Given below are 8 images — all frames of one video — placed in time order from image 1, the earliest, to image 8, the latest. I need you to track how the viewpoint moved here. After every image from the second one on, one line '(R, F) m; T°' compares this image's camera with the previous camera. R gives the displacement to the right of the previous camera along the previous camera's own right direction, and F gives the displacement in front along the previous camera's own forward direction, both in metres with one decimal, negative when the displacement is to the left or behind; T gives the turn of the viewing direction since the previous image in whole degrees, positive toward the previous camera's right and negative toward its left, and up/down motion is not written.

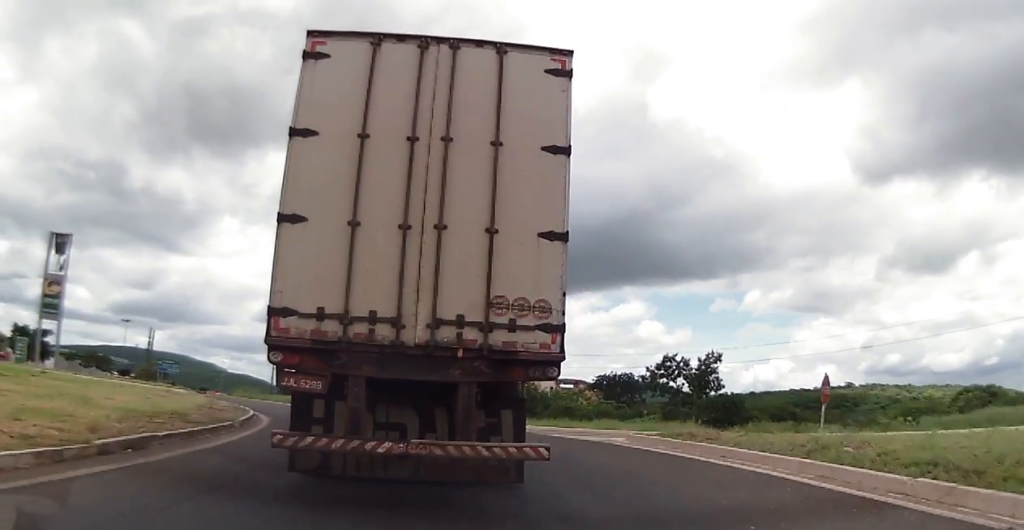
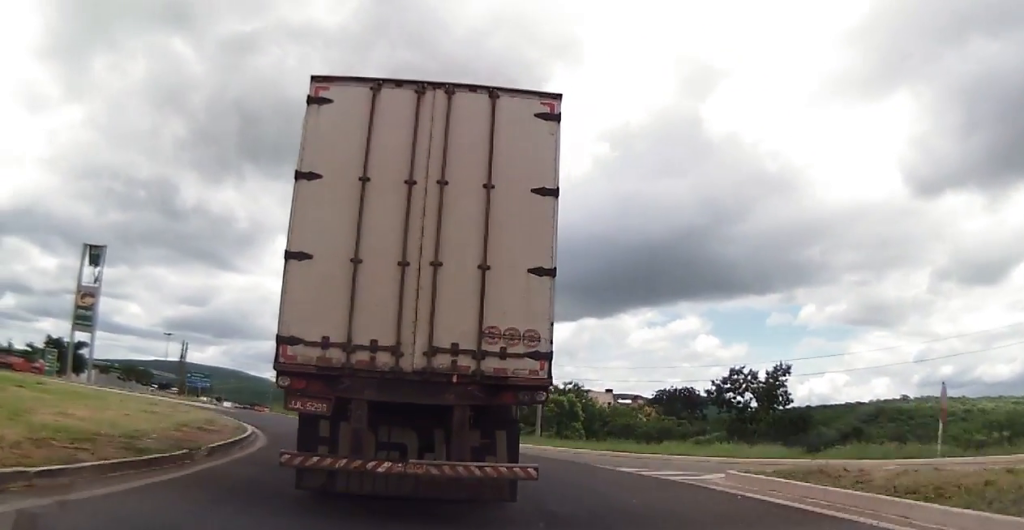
(-0.3, +4.7) m; -6°
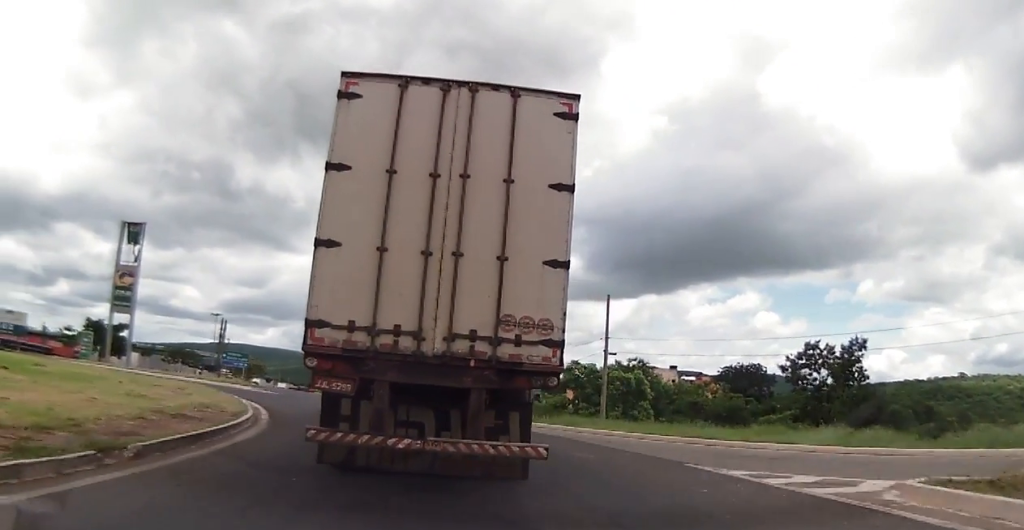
(-0.2, +4.2) m; -6°
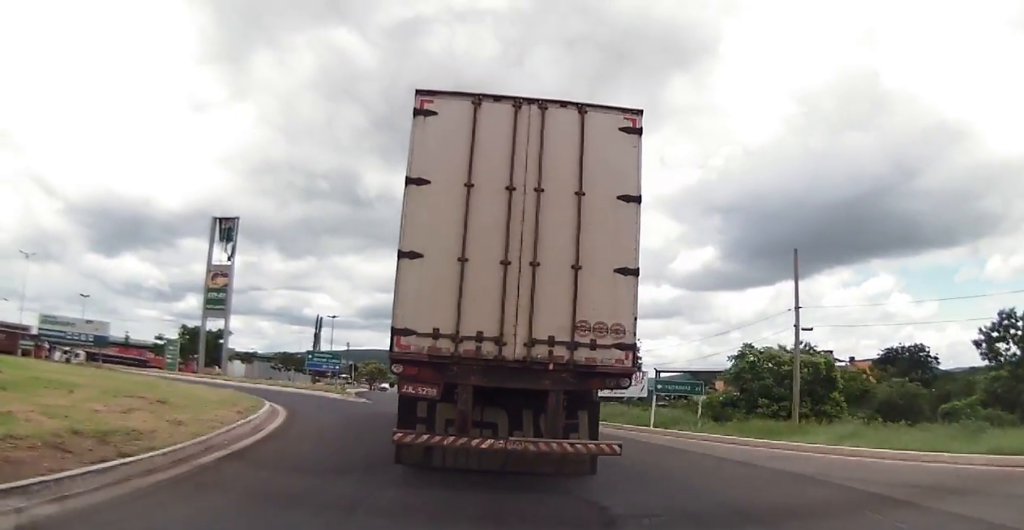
(-0.9, +8.5) m; -10°
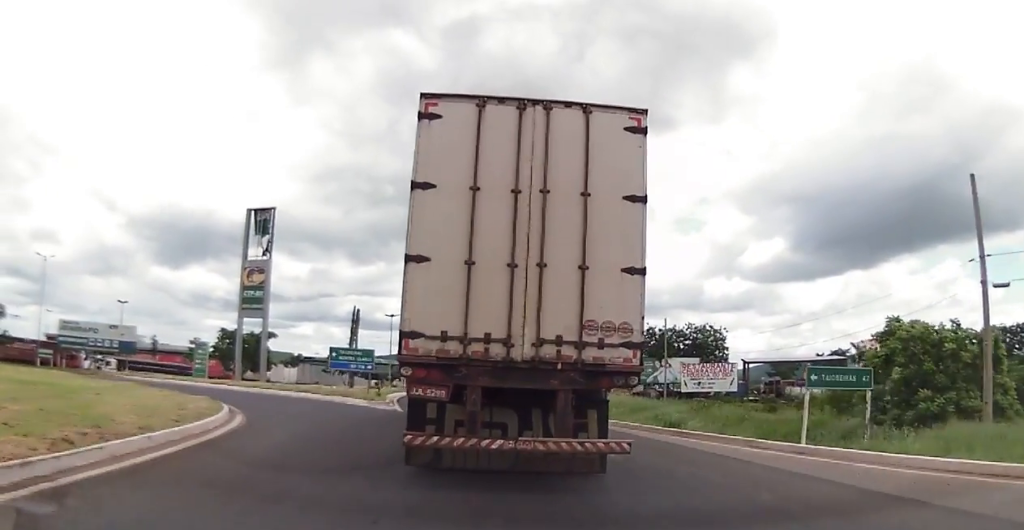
(-0.2, +7.7) m; -6°
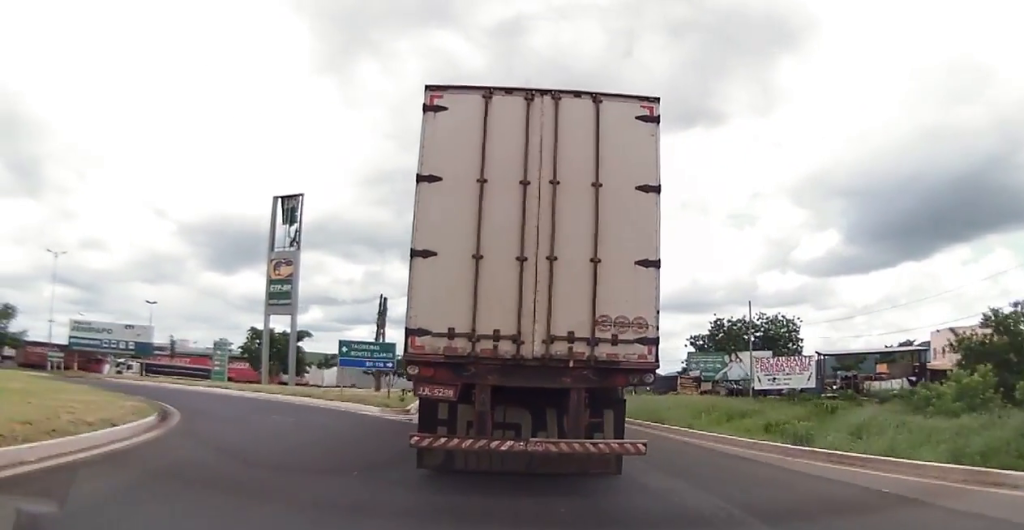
(-0.4, +6.4) m; -4°
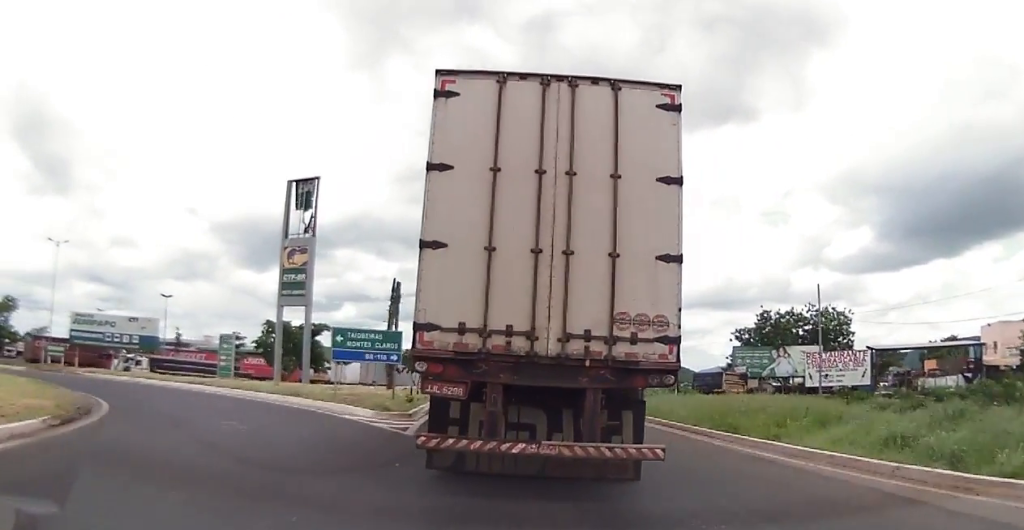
(0.0, +4.7) m; -5°
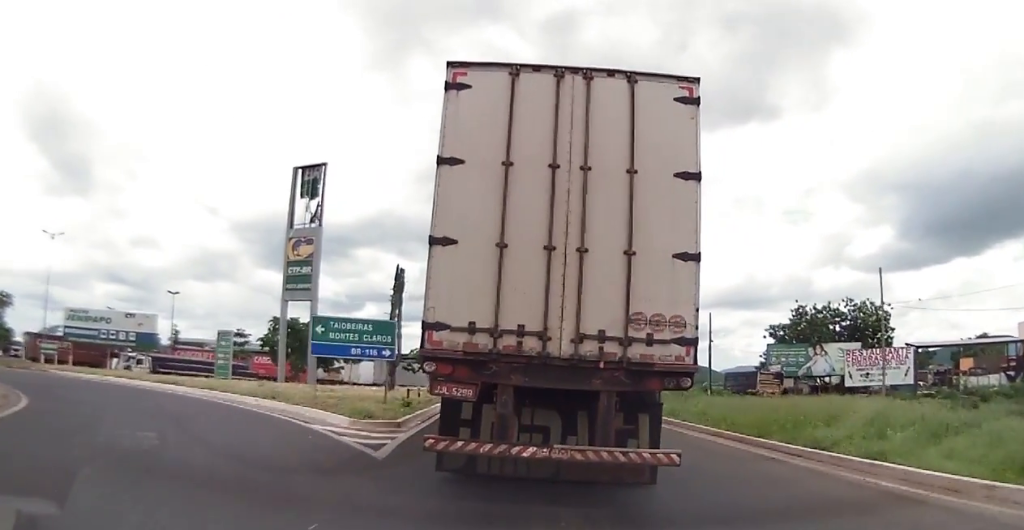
(+0.1, +4.0) m; -4°
